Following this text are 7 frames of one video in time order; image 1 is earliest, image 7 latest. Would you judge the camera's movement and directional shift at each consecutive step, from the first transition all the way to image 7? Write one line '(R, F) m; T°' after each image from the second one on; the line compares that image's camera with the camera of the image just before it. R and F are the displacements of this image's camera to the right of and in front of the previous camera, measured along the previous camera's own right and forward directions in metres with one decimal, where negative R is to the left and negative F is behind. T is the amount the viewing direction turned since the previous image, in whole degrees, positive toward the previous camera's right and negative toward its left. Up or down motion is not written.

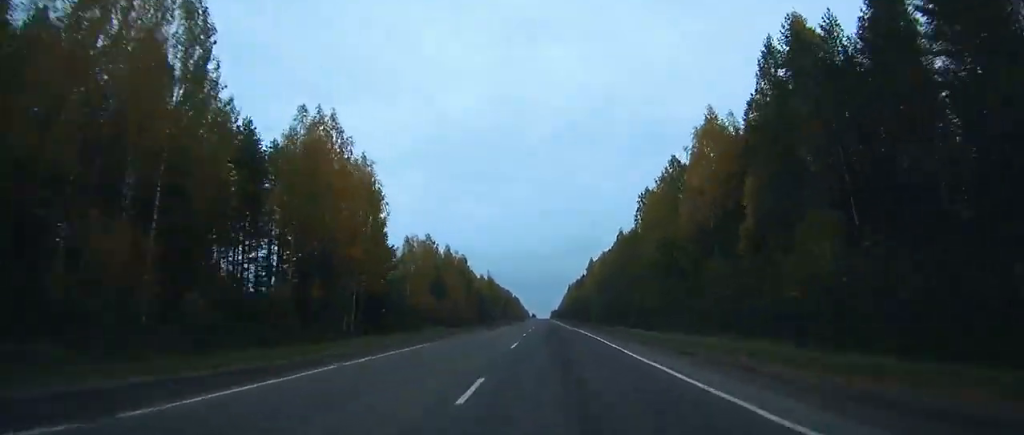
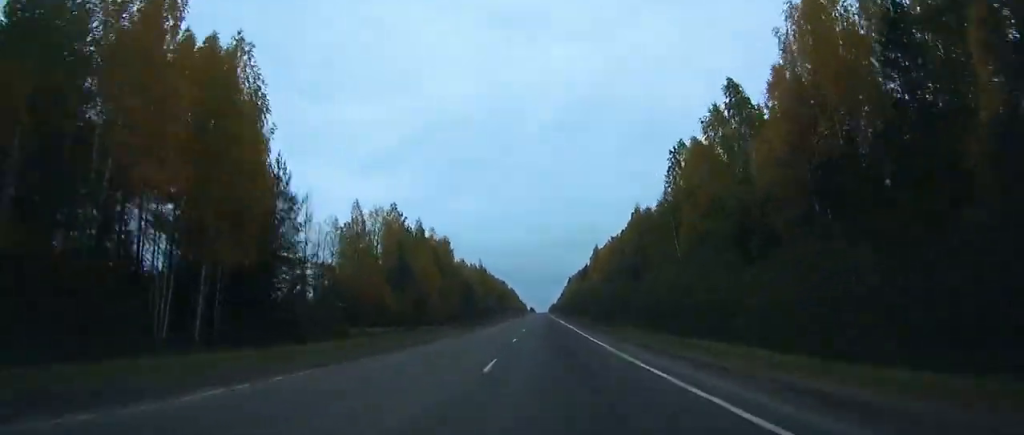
(0.0, +32.8) m; 0°
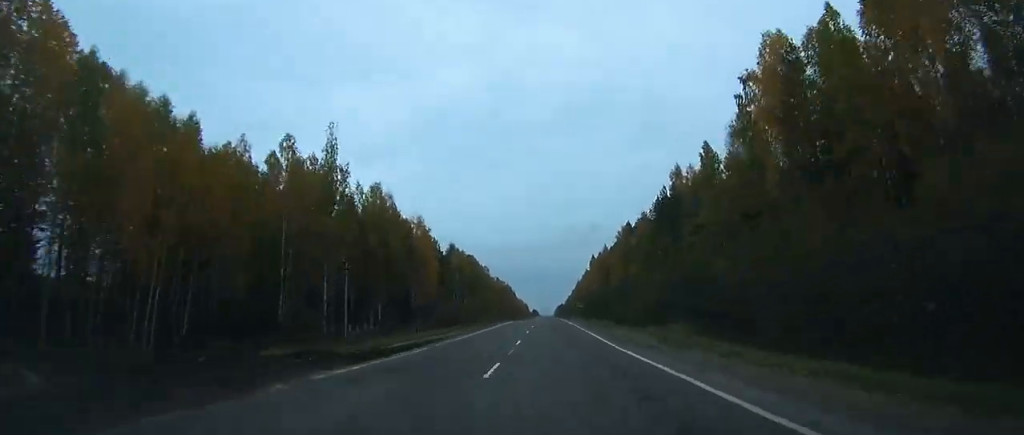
(-0.1, +177.7) m; 0°
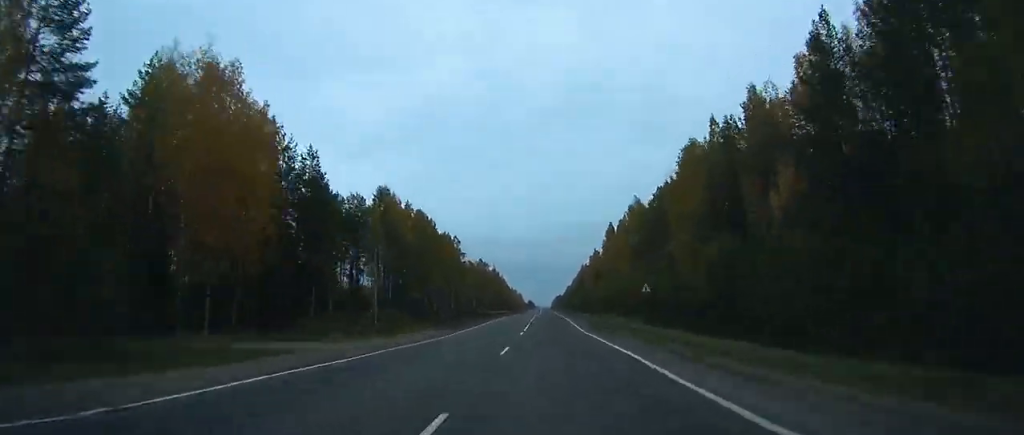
(-0.2, +80.2) m; 0°
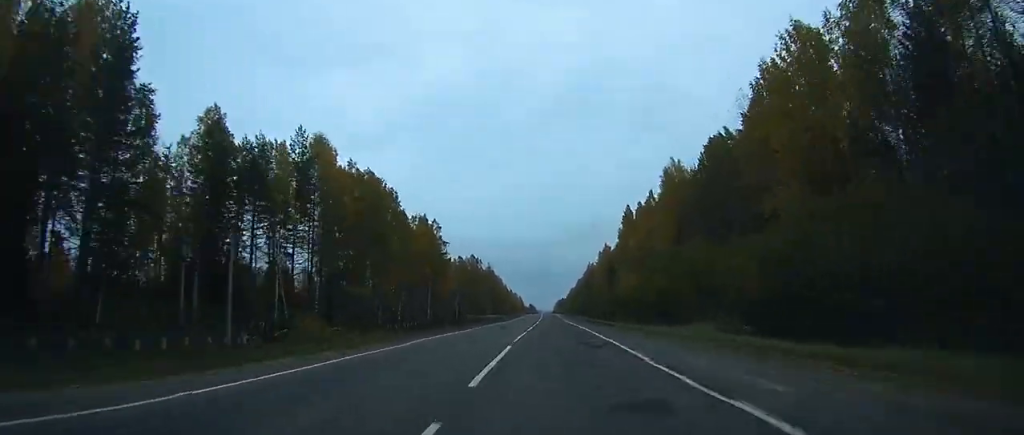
(+0.1, +38.0) m; 0°
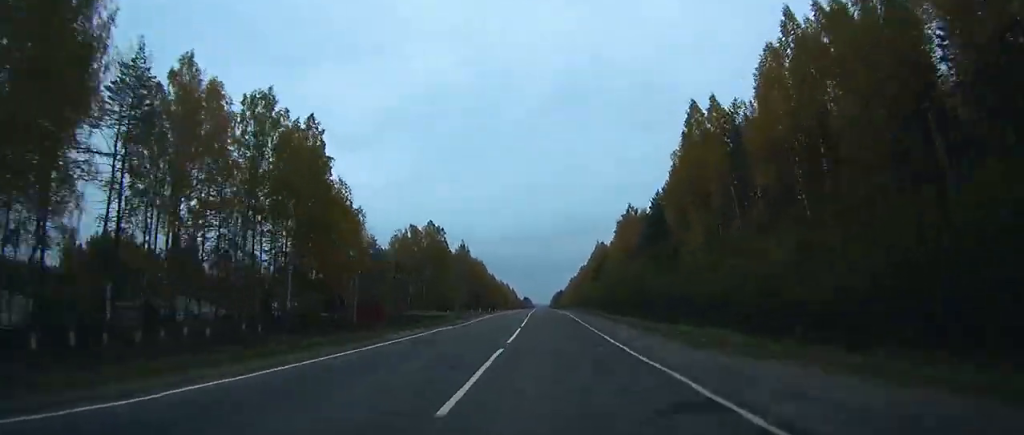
(+0.3, +74.4) m; 0°
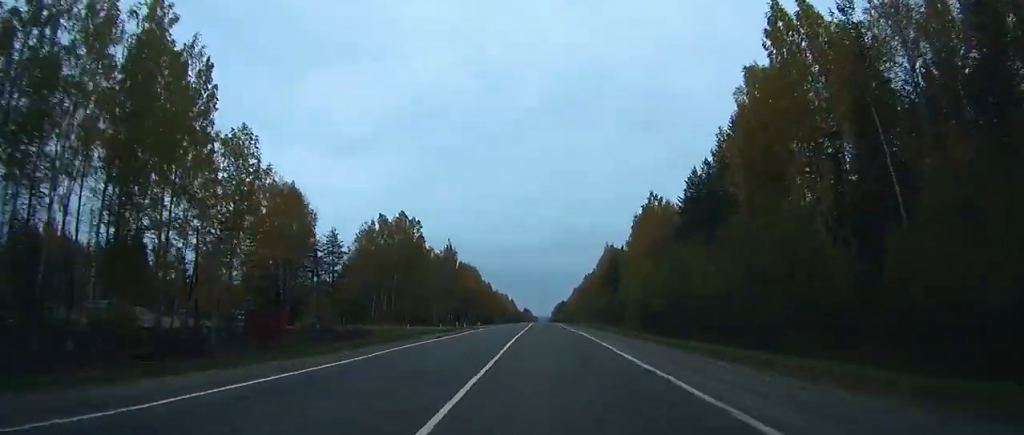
(0.0, +30.2) m; 0°
